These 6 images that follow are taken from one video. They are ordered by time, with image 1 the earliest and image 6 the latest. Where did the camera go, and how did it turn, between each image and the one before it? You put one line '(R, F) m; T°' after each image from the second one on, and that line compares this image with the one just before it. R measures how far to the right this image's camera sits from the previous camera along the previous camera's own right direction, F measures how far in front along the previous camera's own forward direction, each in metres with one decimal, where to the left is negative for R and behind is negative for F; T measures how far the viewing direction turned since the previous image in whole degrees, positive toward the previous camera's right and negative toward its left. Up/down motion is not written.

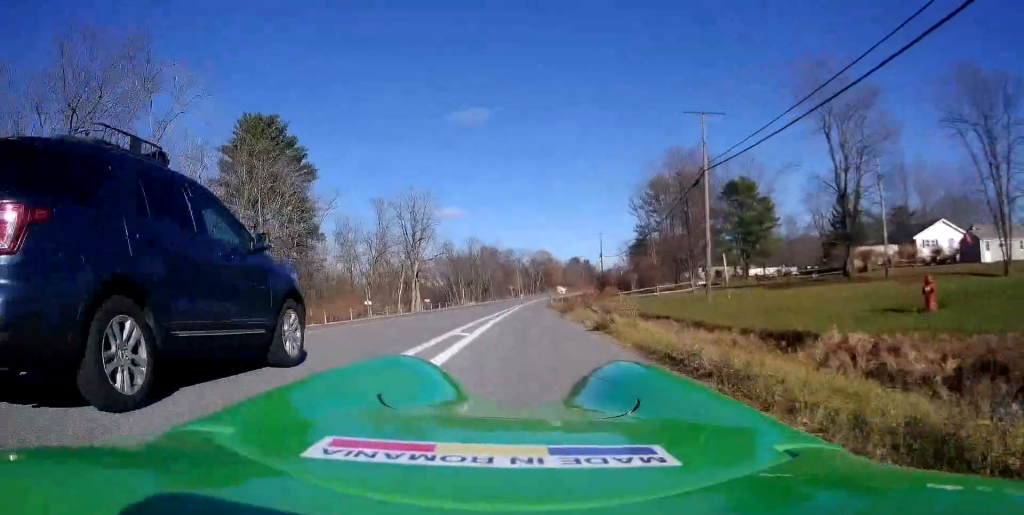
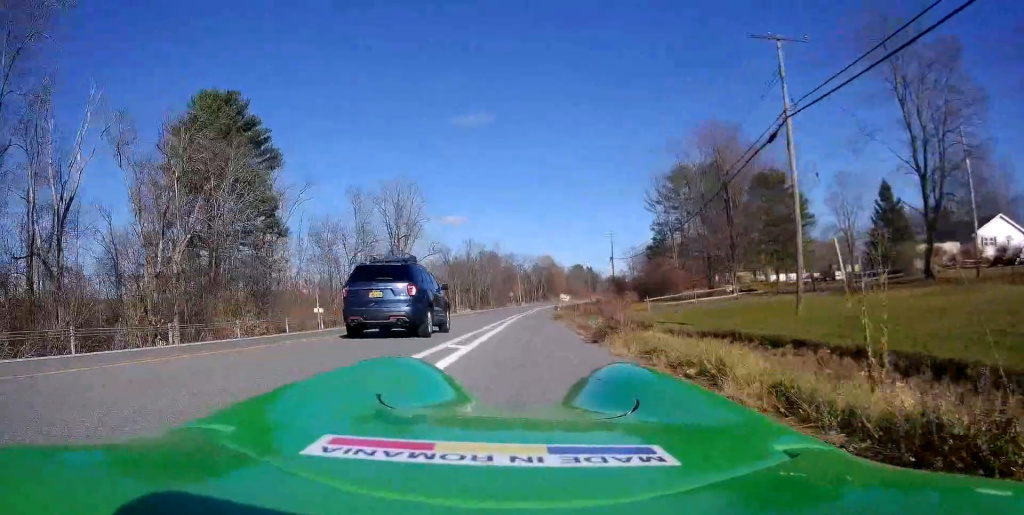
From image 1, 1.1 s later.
(+0.1, +10.7) m; +1°
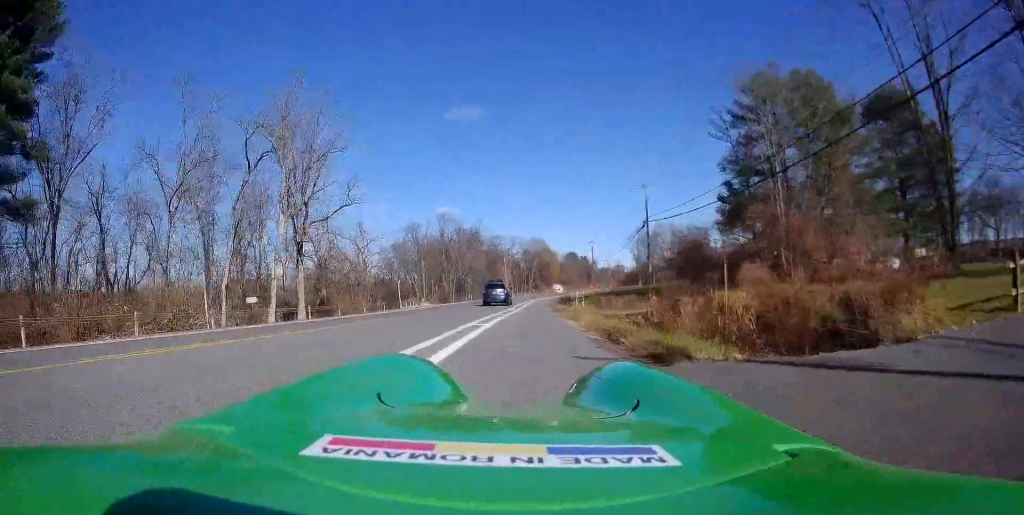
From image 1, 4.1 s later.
(+0.4, +30.7) m; 0°
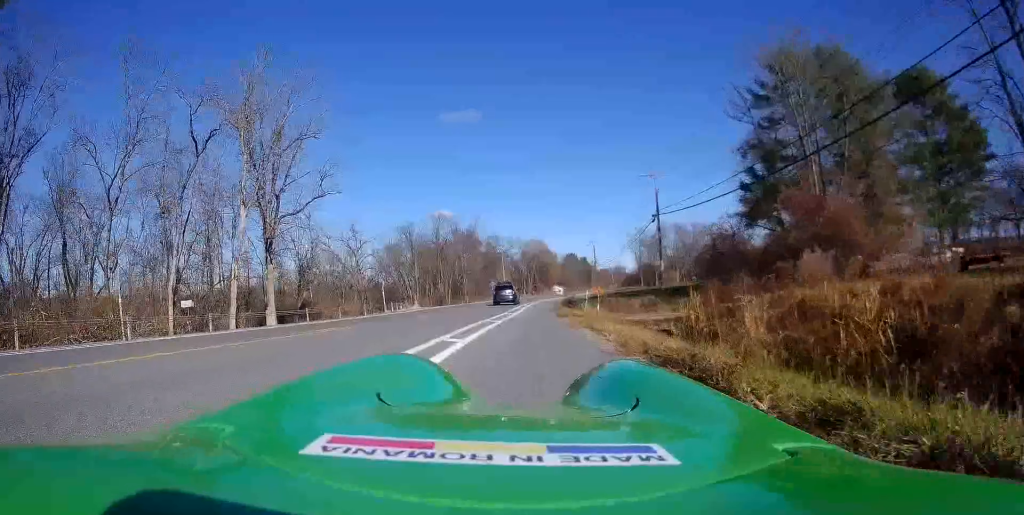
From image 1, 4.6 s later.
(-0.1, +5.1) m; -1°
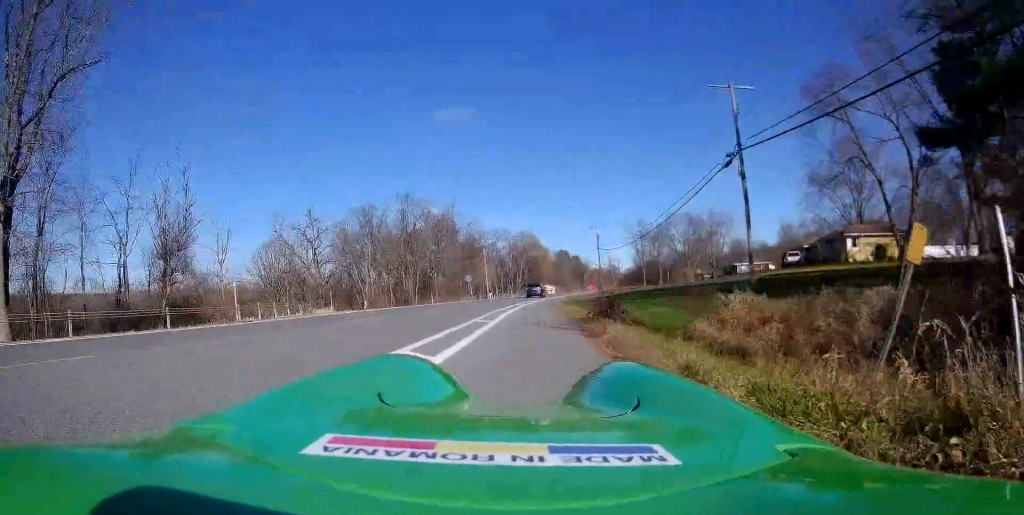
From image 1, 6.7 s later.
(+0.1, +21.4) m; +2°
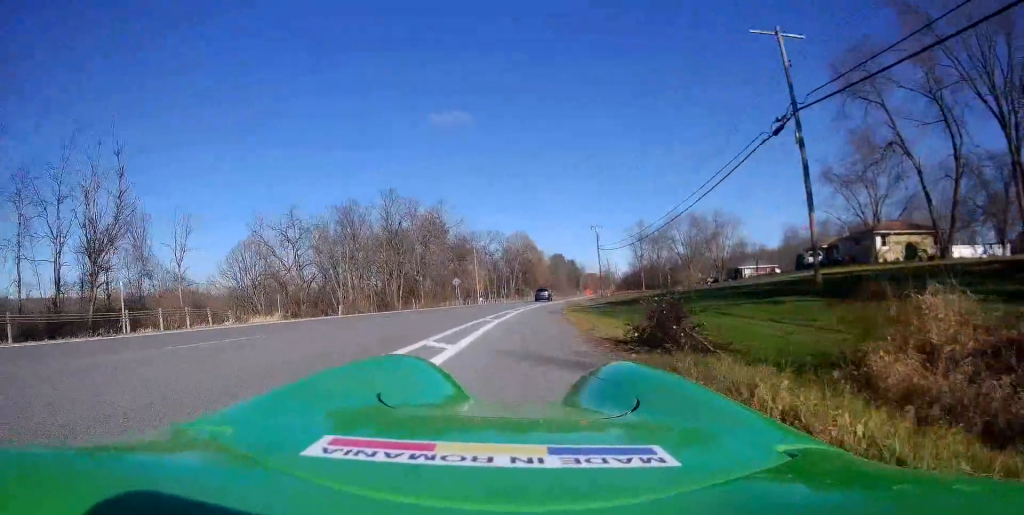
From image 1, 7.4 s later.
(+0.1, +6.8) m; +3°
